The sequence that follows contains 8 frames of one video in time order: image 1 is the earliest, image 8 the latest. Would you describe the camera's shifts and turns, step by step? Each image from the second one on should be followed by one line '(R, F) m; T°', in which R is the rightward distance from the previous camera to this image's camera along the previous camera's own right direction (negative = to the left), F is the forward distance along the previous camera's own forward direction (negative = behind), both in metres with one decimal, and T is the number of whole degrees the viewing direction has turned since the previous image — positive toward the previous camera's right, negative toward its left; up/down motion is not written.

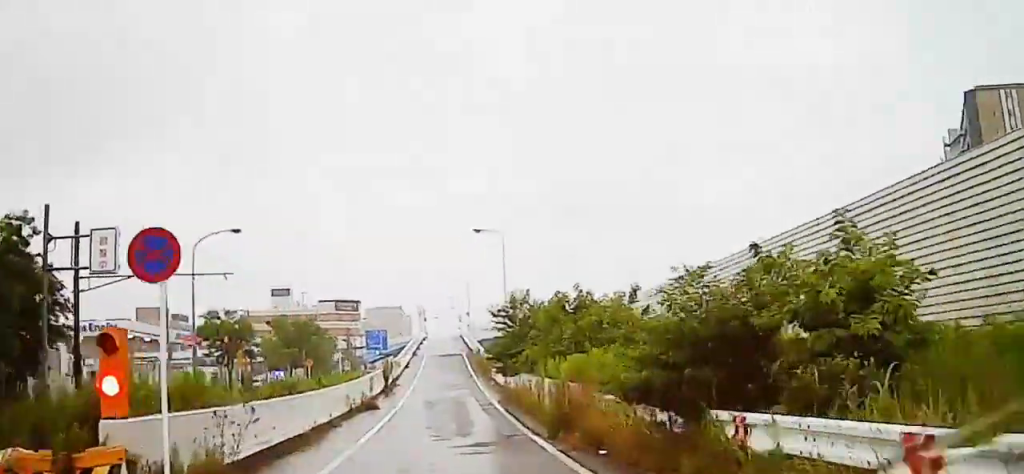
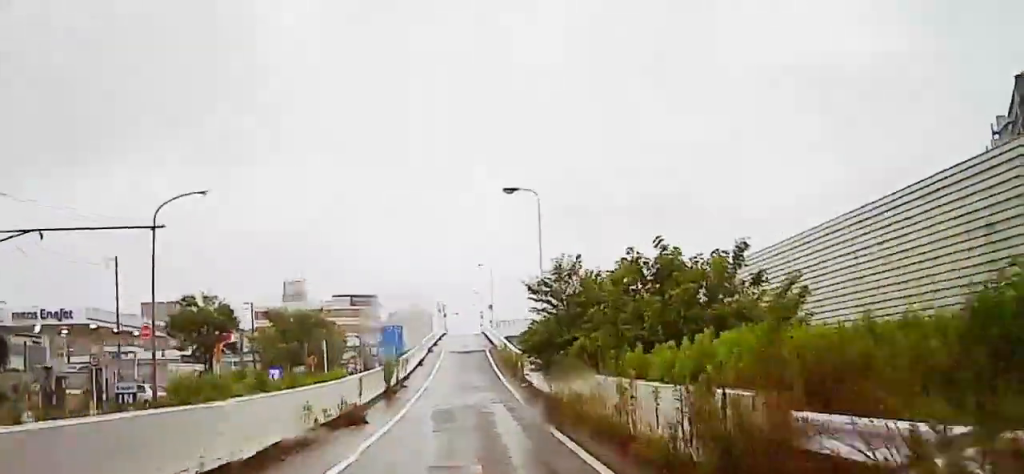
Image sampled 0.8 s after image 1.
(-0.1, +8.4) m; -1°
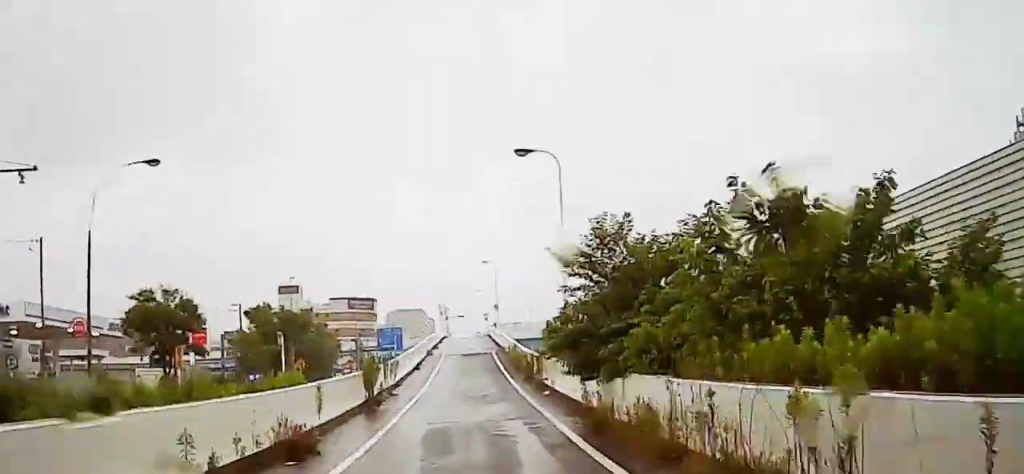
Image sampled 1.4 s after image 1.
(0.0, +6.3) m; -1°
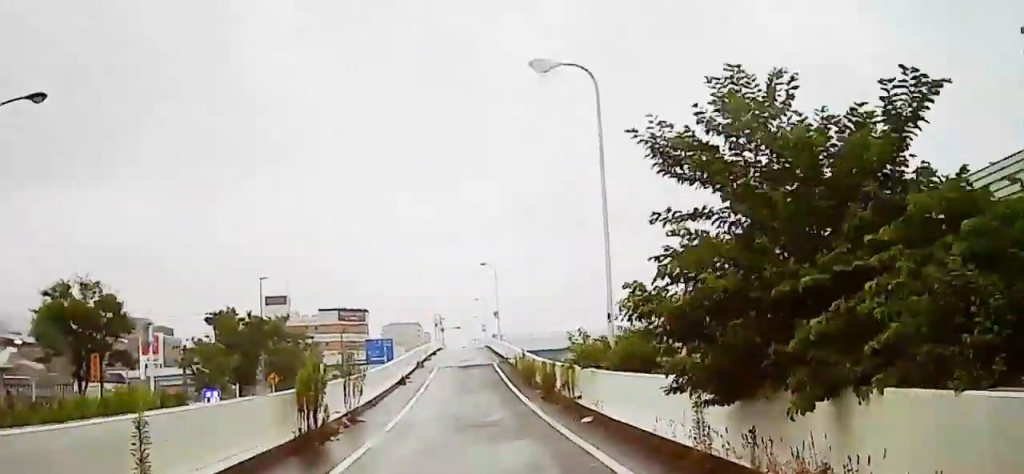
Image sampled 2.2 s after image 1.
(-0.1, +8.9) m; -2°
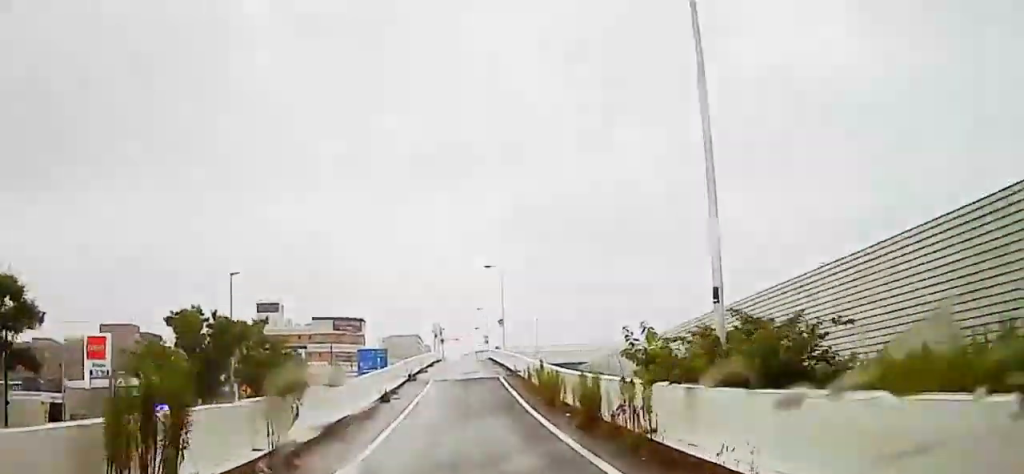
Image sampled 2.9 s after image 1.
(-0.2, +8.2) m; -1°
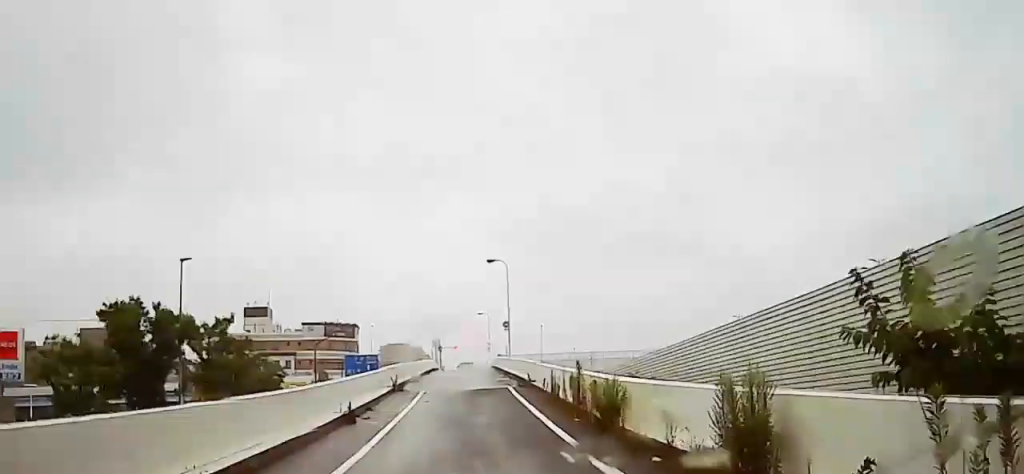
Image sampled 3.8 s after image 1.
(0.0, +10.7) m; 0°
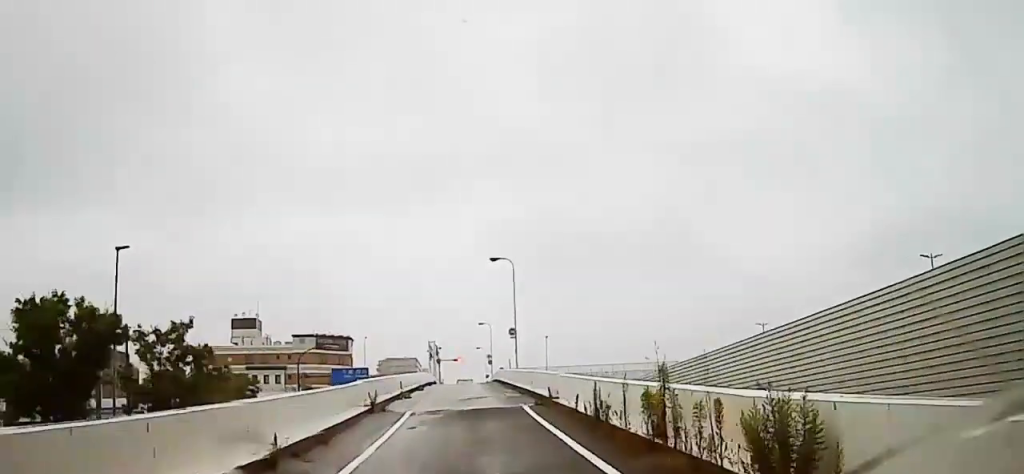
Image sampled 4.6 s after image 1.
(0.0, +10.6) m; 0°
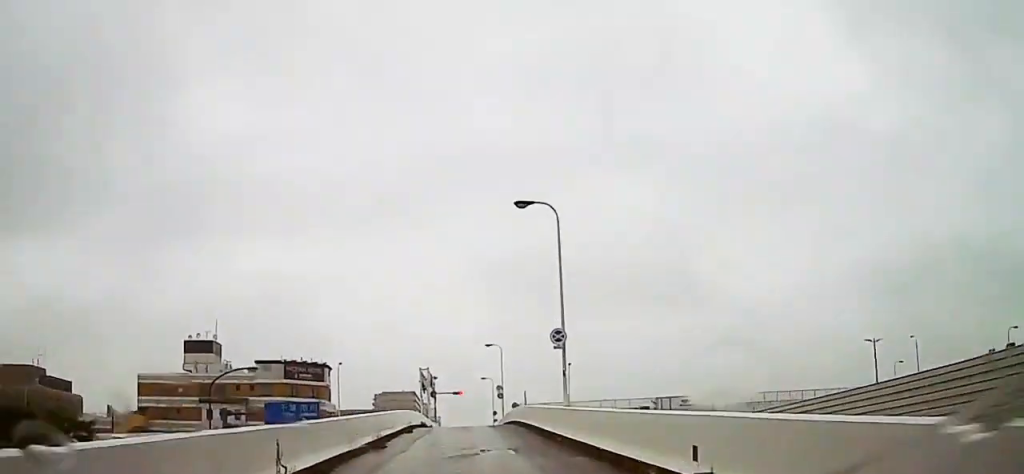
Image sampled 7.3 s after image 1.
(-0.2, +33.8) m; 0°
